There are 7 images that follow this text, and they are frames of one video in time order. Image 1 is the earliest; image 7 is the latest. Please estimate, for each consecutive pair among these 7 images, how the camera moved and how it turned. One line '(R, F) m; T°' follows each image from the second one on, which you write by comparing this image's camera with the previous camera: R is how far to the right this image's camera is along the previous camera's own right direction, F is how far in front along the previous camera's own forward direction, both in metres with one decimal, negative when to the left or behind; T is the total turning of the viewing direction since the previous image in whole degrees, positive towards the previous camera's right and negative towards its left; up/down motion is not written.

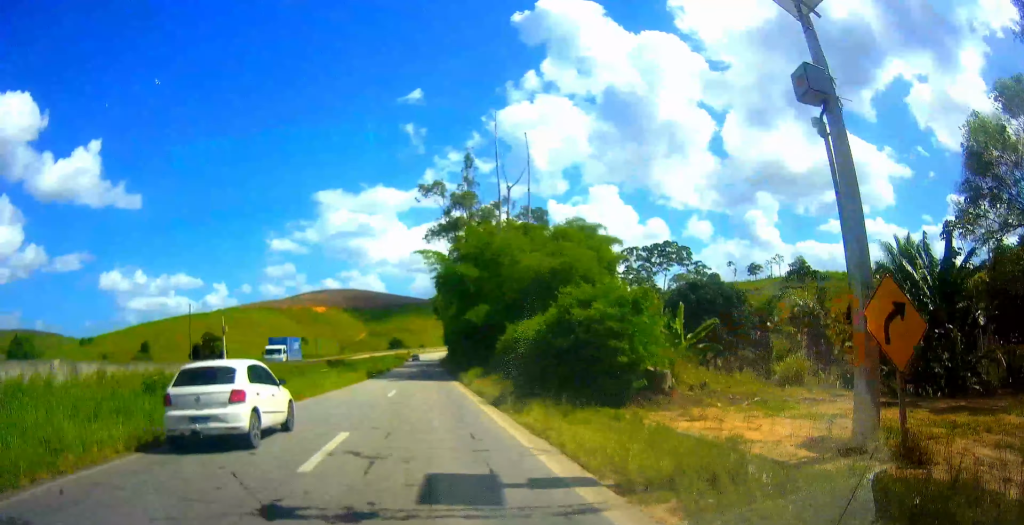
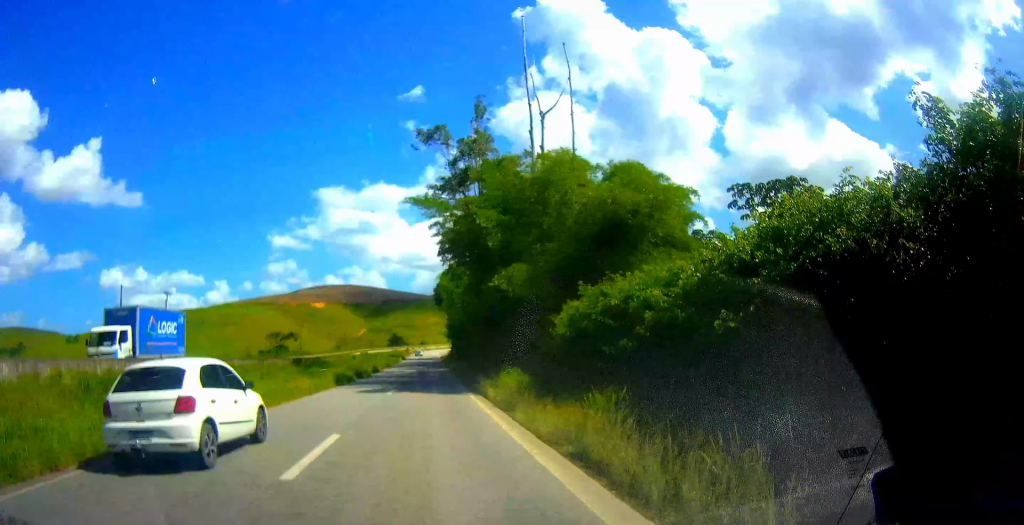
(0.0, +18.1) m; 0°
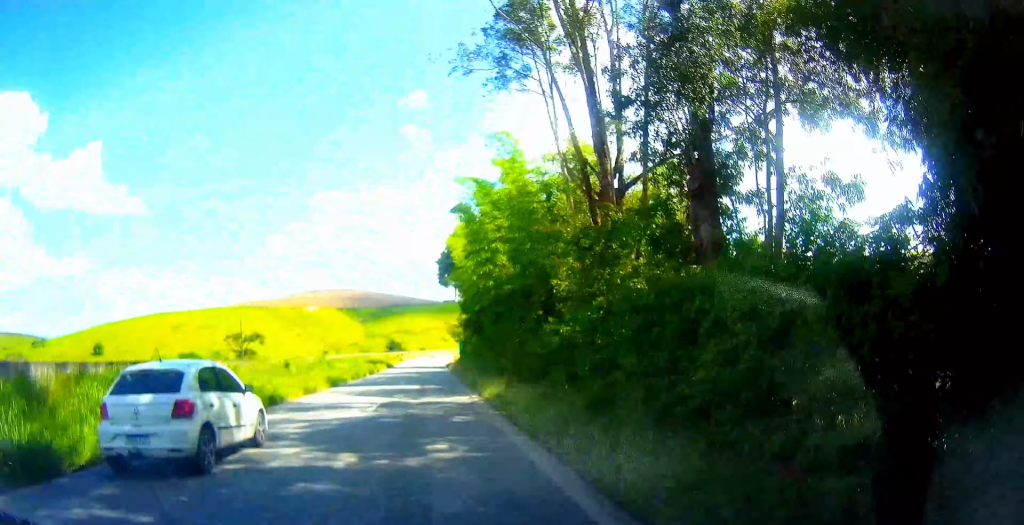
(-0.3, +41.7) m; 0°
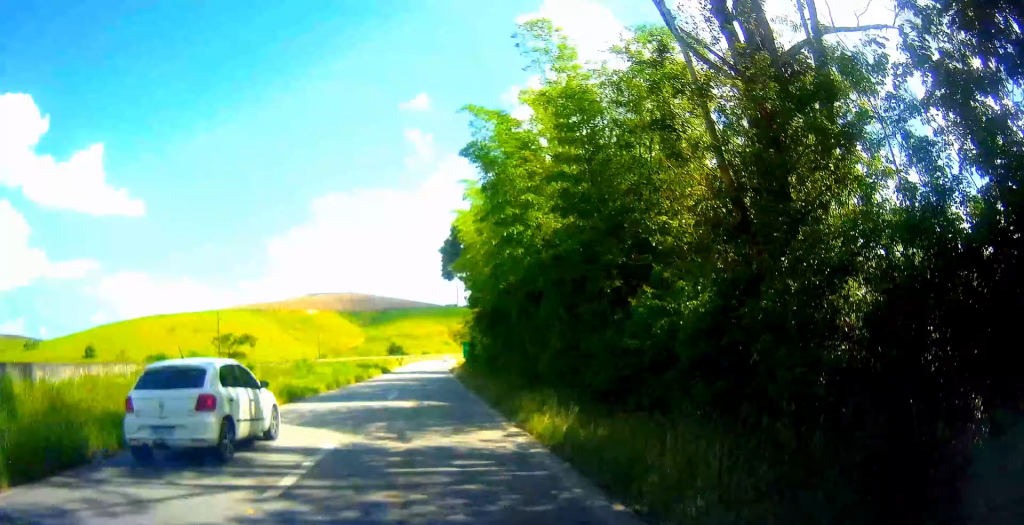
(+0.3, +10.1) m; -1°
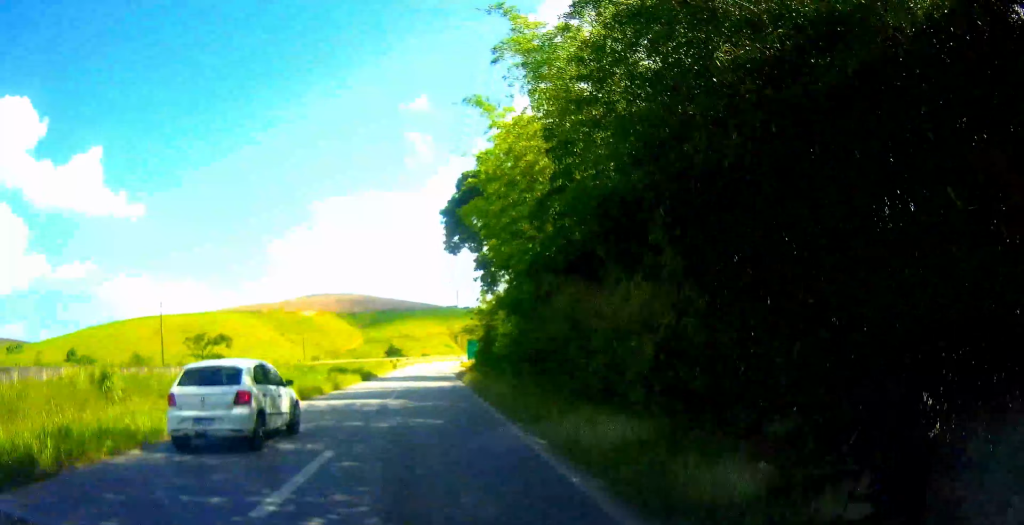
(-0.4, +16.7) m; -1°
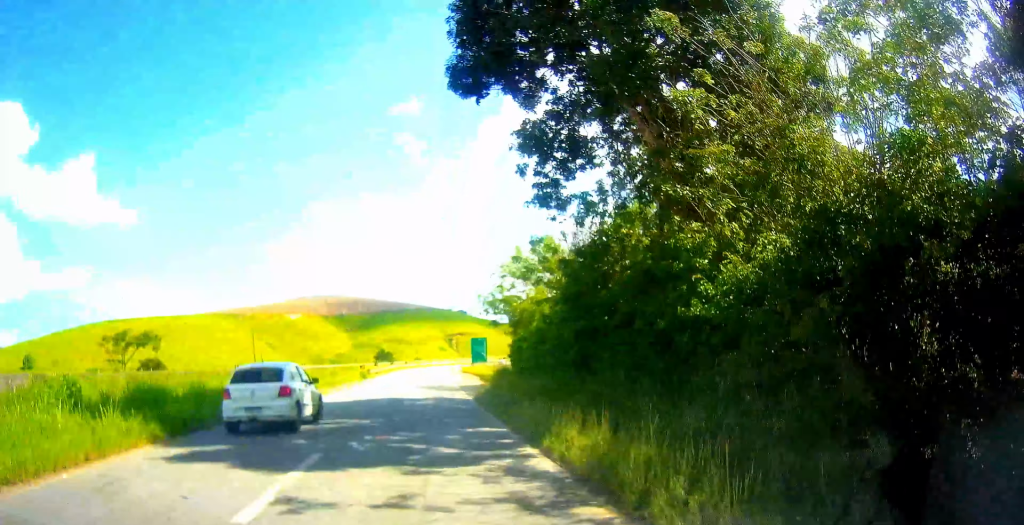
(+0.3, +30.9) m; +2°
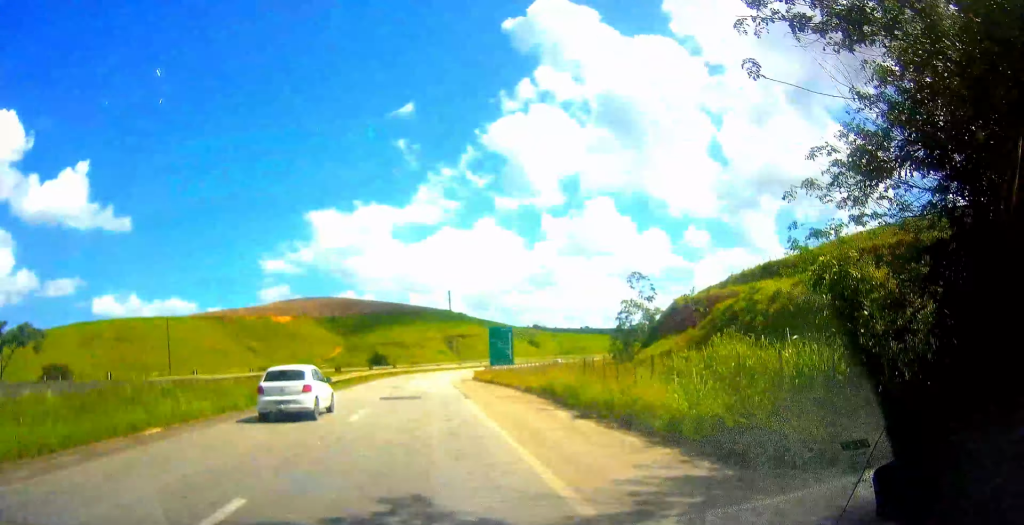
(0.0, +31.1) m; +1°
